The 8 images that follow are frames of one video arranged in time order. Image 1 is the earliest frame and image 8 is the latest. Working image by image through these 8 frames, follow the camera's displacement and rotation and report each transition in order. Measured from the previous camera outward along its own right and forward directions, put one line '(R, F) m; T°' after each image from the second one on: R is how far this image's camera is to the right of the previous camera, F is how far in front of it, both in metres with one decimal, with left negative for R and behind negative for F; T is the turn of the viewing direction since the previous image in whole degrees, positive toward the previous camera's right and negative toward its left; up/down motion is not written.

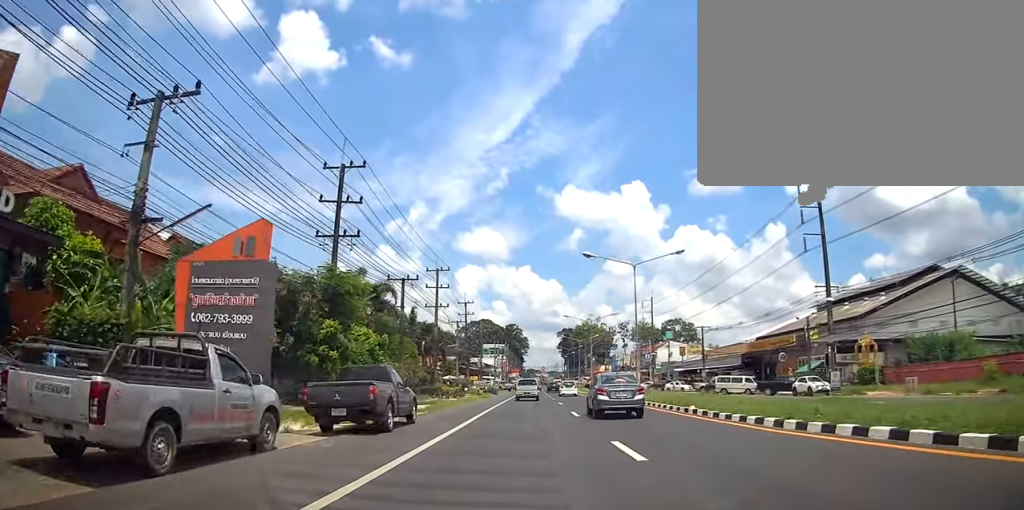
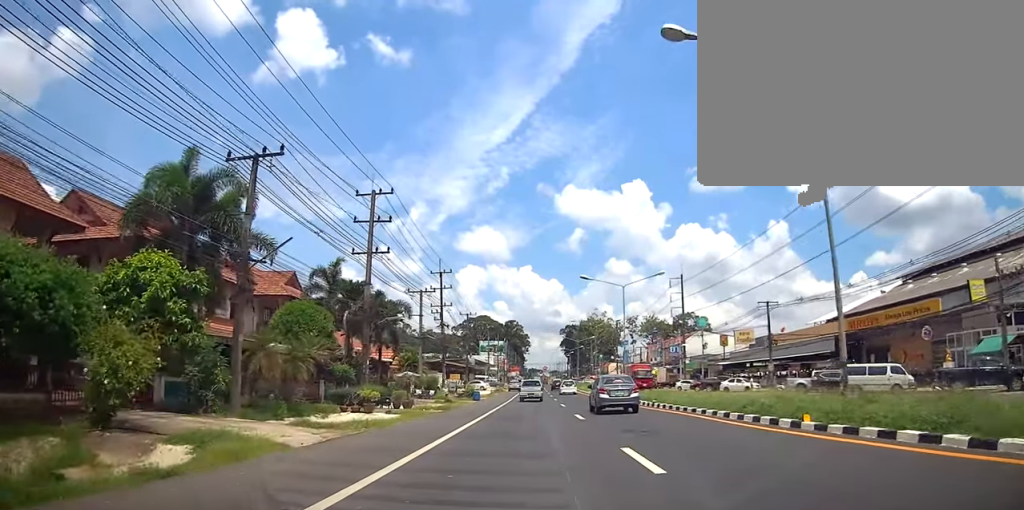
(0.0, +25.0) m; -1°
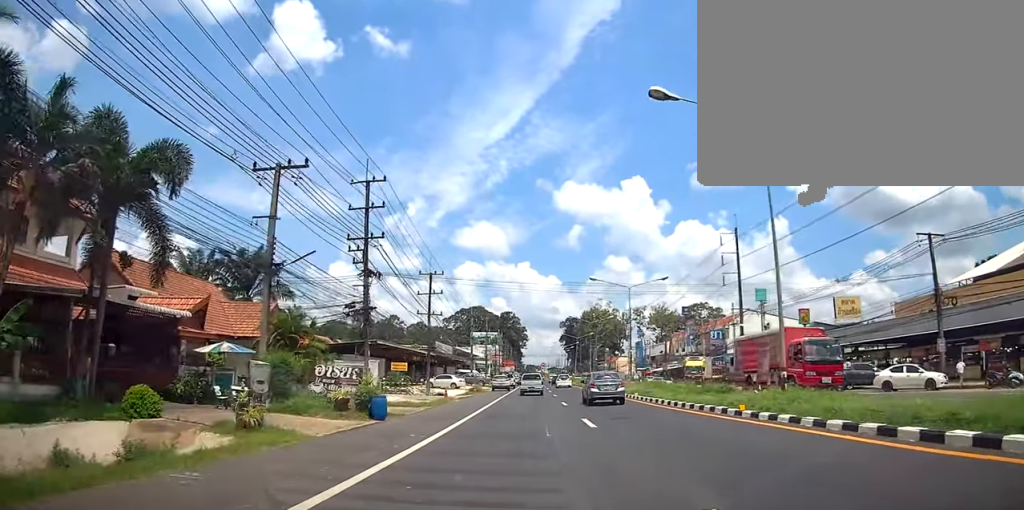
(-0.4, +29.1) m; 0°
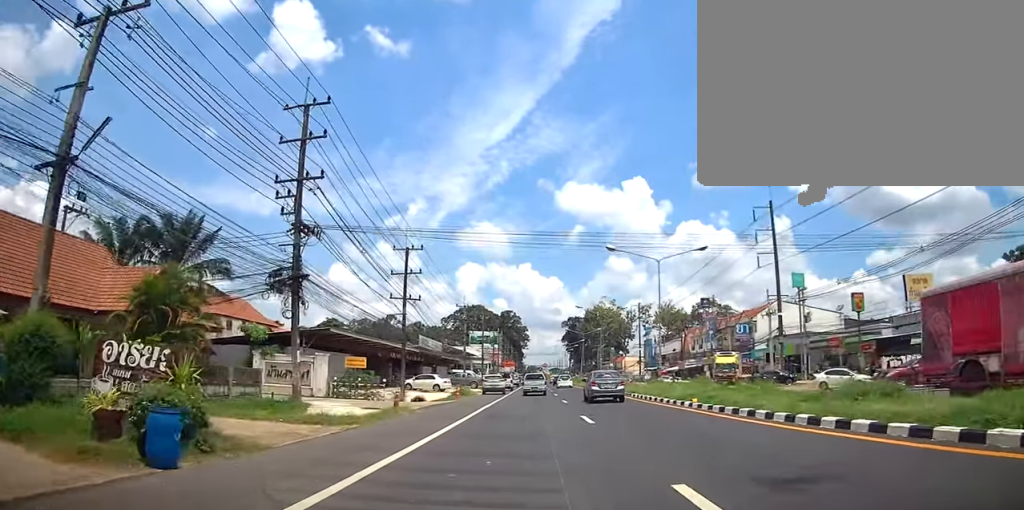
(+0.1, +11.3) m; +1°
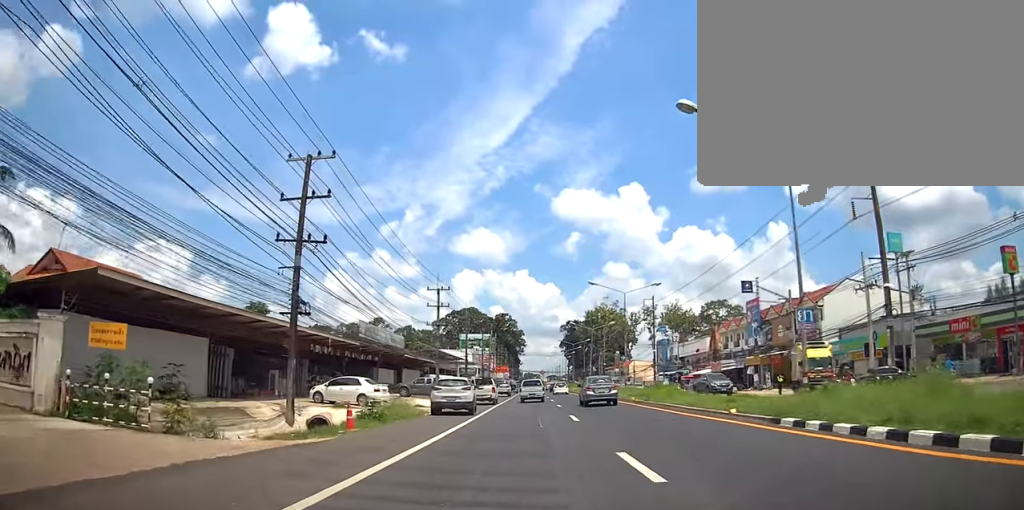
(+0.2, +20.7) m; +1°
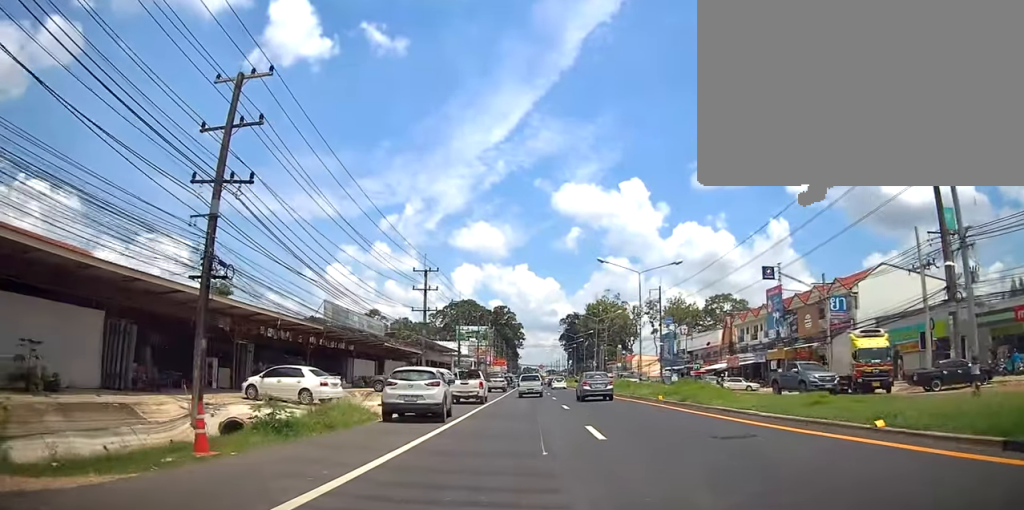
(0.0, +7.4) m; +1°
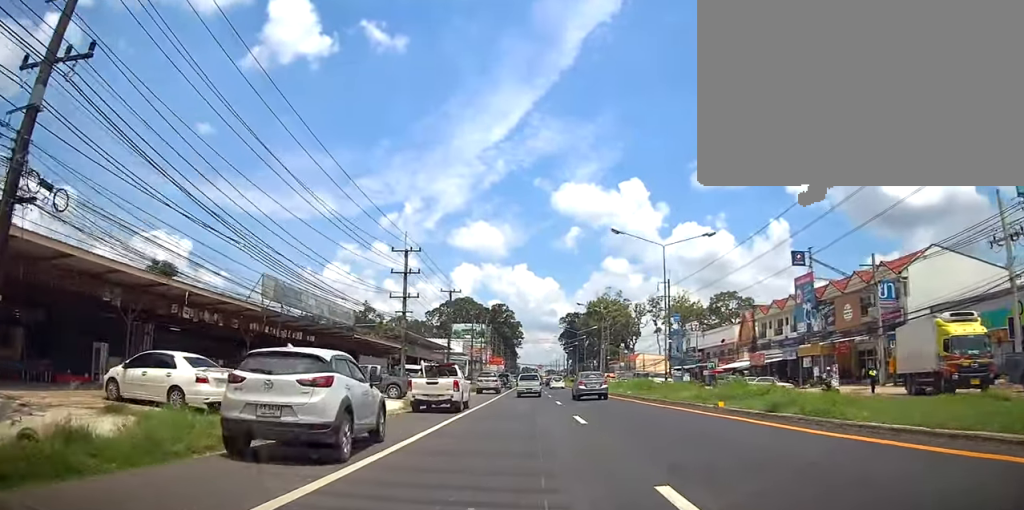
(+0.1, +8.4) m; 0°
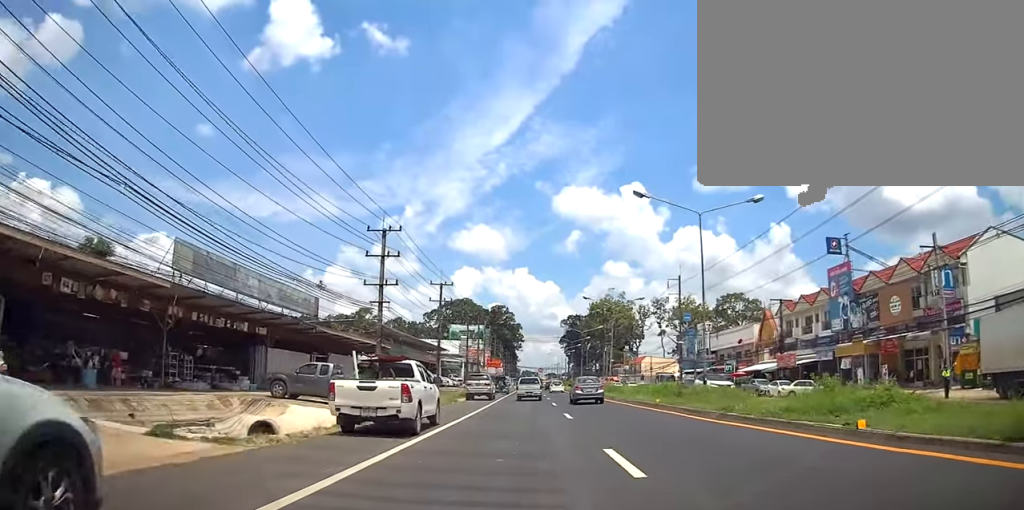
(0.0, +7.6) m; 0°
